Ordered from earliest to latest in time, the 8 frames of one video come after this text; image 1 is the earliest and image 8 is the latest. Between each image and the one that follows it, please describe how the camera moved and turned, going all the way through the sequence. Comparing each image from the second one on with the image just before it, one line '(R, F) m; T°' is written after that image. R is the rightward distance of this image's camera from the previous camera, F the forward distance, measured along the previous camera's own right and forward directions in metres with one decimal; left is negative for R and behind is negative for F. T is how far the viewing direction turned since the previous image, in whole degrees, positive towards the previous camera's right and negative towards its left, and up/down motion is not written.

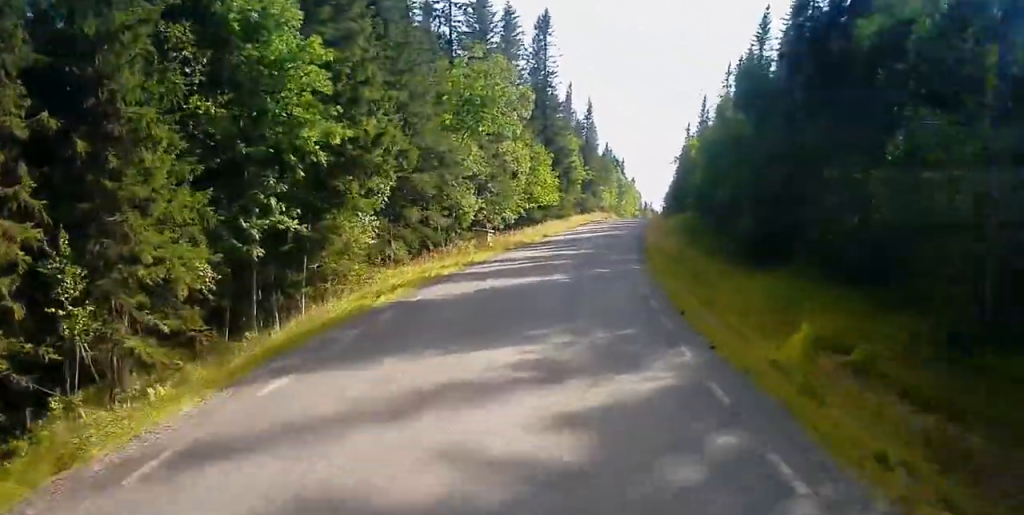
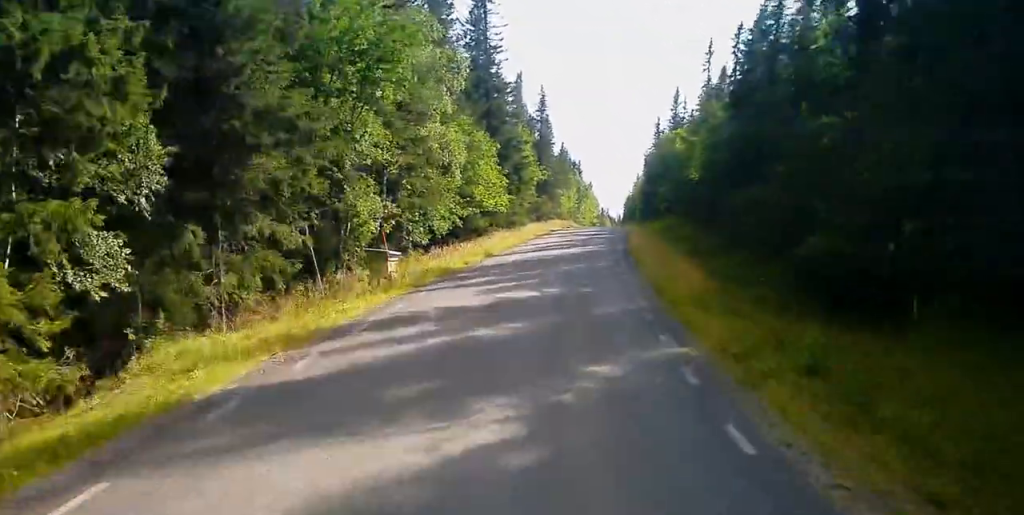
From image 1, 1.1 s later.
(+0.3, +16.4) m; +2°
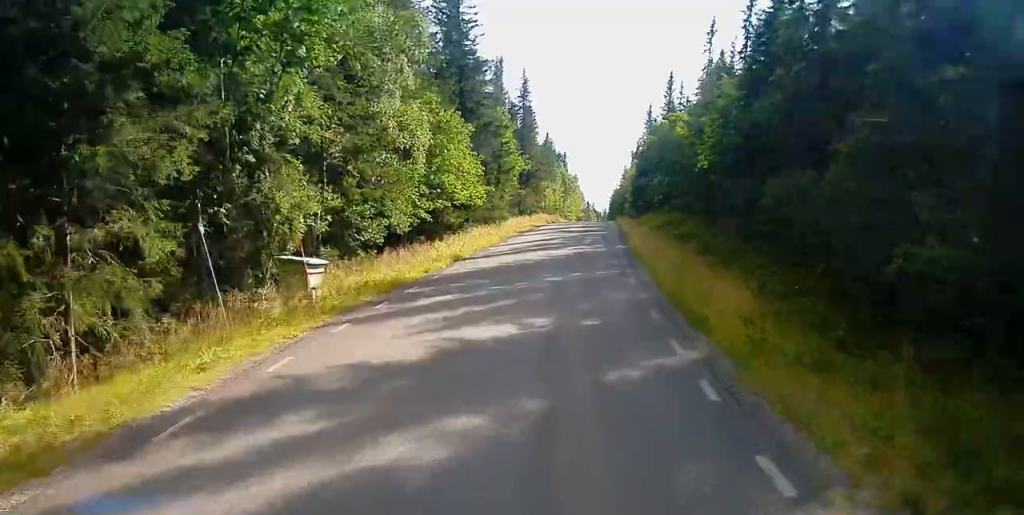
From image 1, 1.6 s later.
(+0.1, +7.3) m; +1°
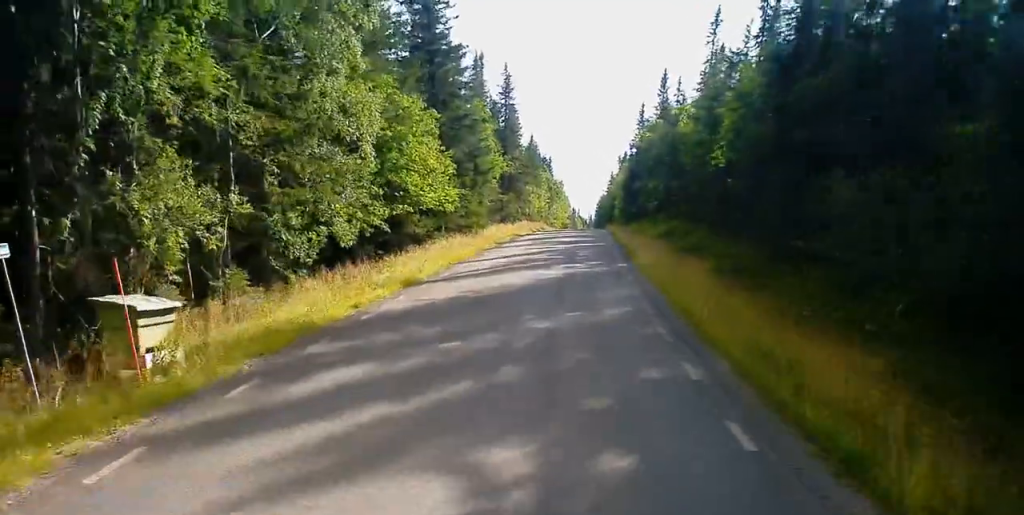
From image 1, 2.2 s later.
(0.0, +7.4) m; 0°
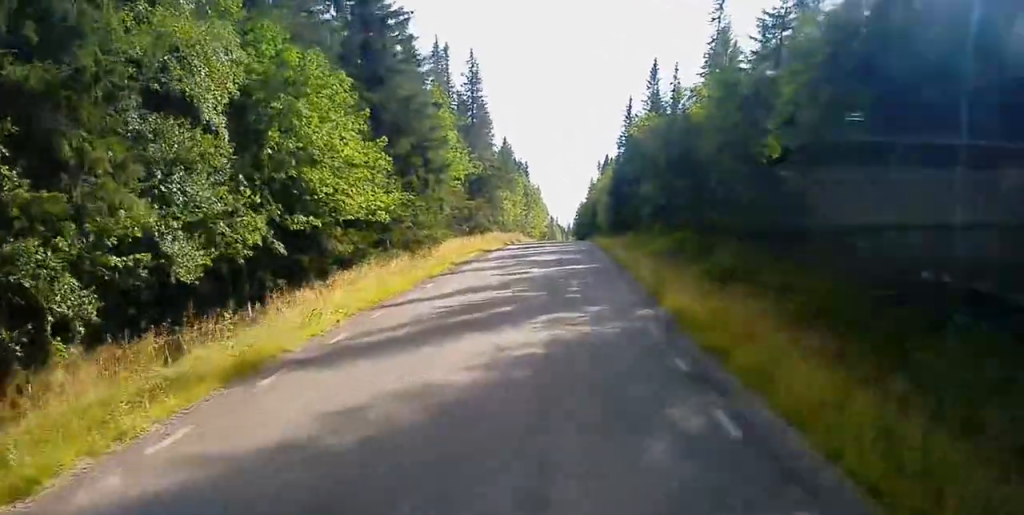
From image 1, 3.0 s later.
(0.0, +11.4) m; +1°
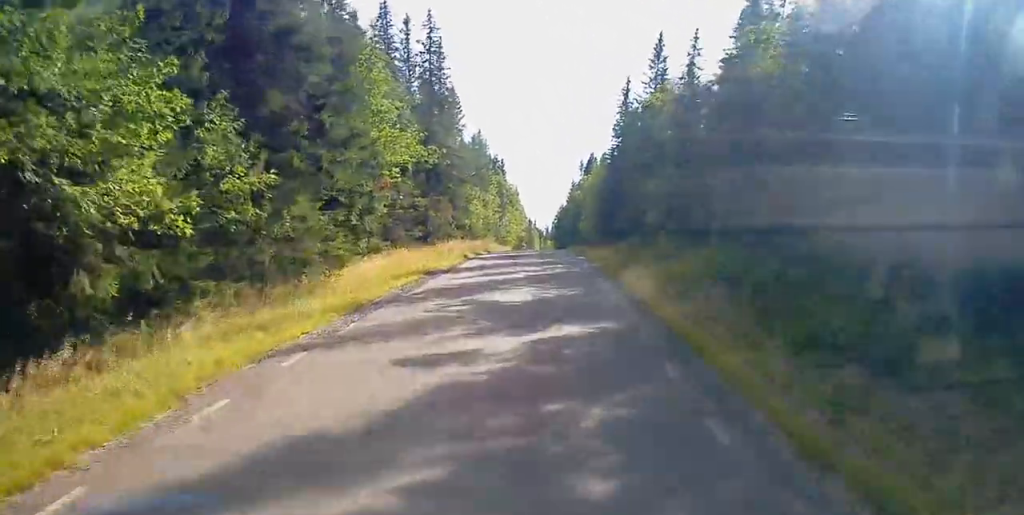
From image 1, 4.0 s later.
(+0.2, +14.5) m; +2°
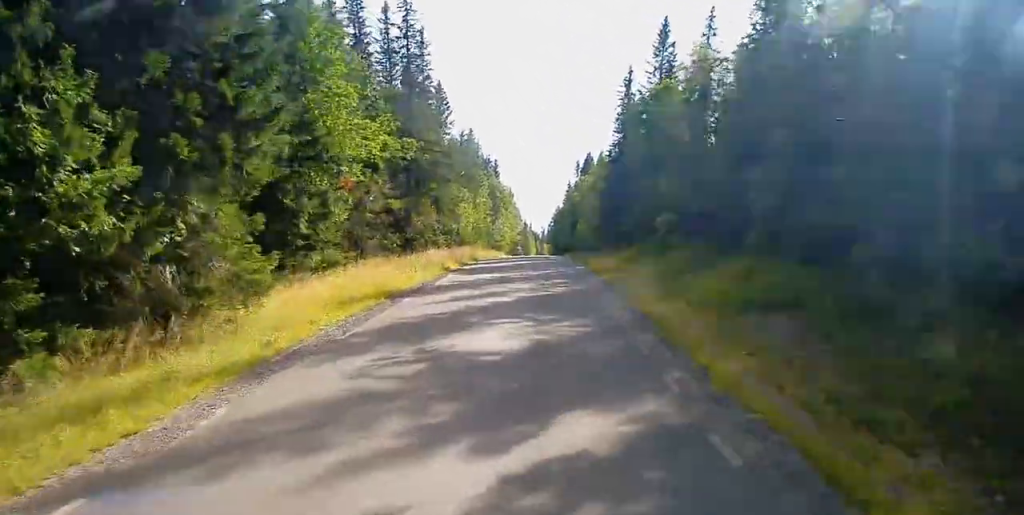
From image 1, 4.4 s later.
(+0.1, +6.3) m; +1°
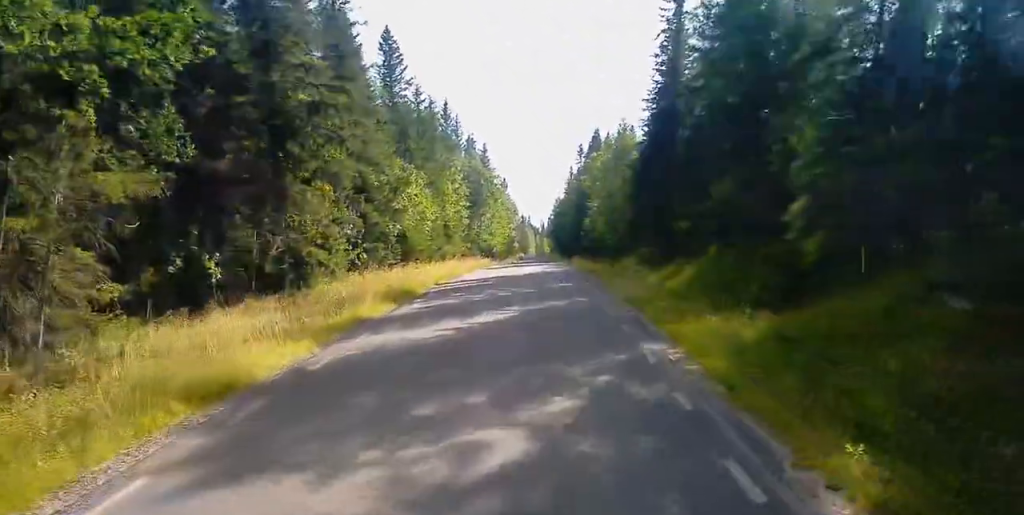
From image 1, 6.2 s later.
(+0.2, +23.3) m; 0°
